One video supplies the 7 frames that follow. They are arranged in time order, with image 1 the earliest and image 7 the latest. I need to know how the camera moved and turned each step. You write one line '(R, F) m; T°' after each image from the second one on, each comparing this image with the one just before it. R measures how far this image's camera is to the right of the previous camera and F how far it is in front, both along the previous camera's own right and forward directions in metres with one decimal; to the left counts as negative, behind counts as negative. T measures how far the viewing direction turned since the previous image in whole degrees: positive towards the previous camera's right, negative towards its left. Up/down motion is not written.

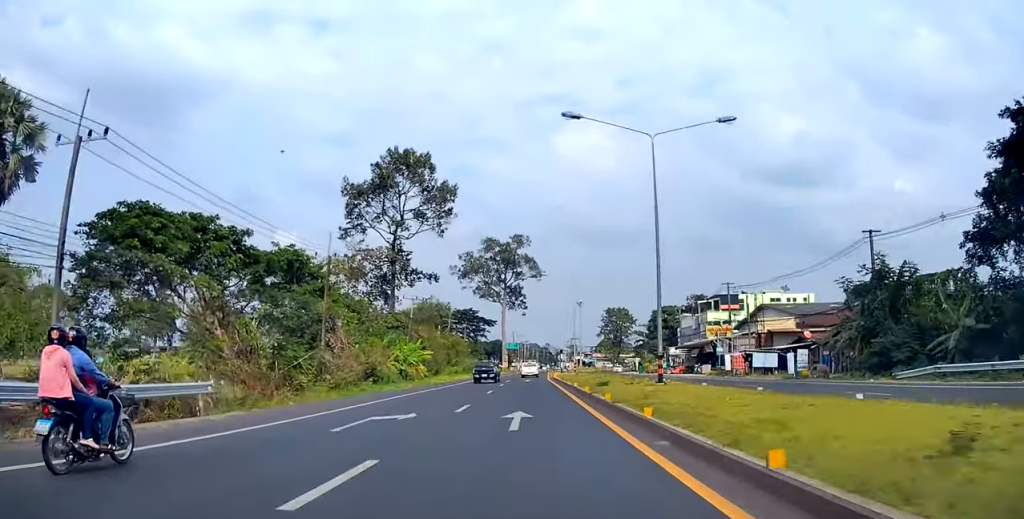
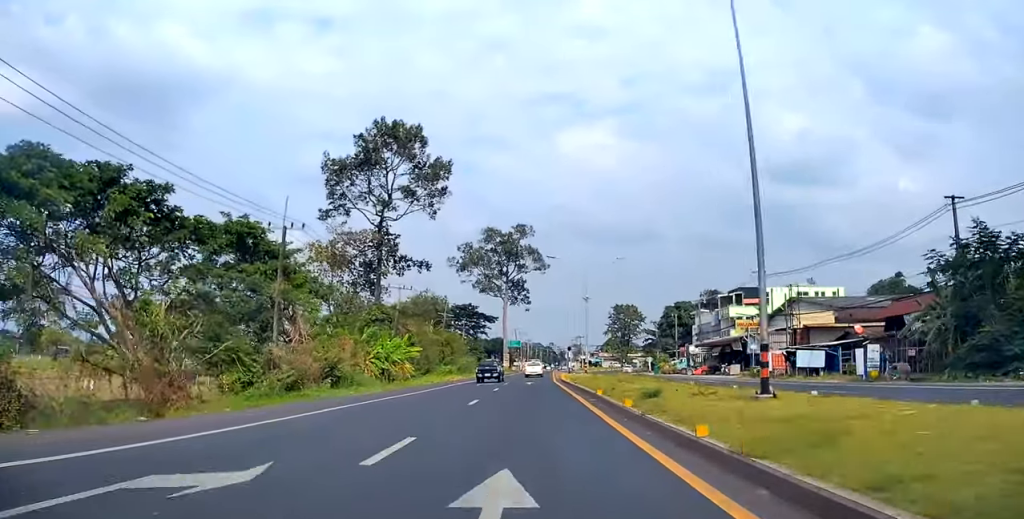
(0.0, +9.6) m; 0°
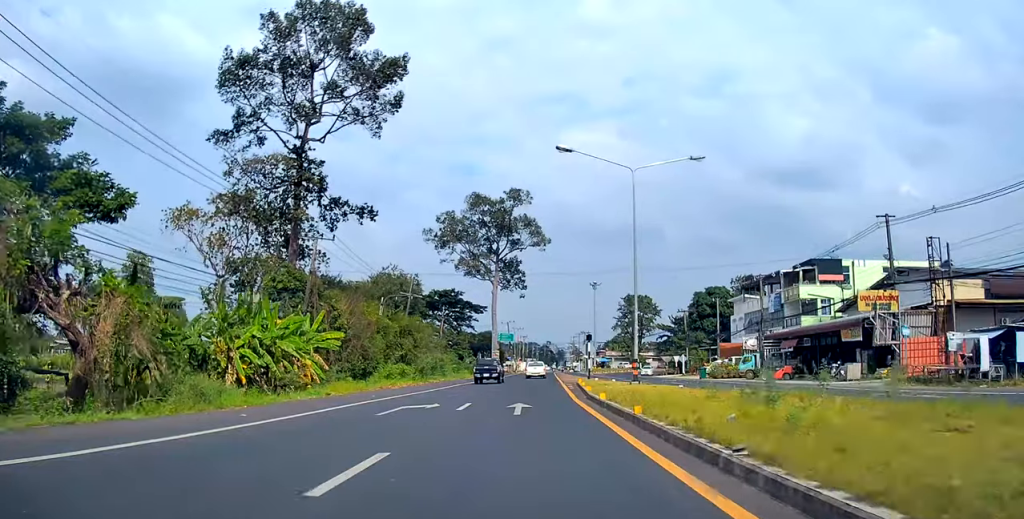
(0.0, +27.2) m; +1°
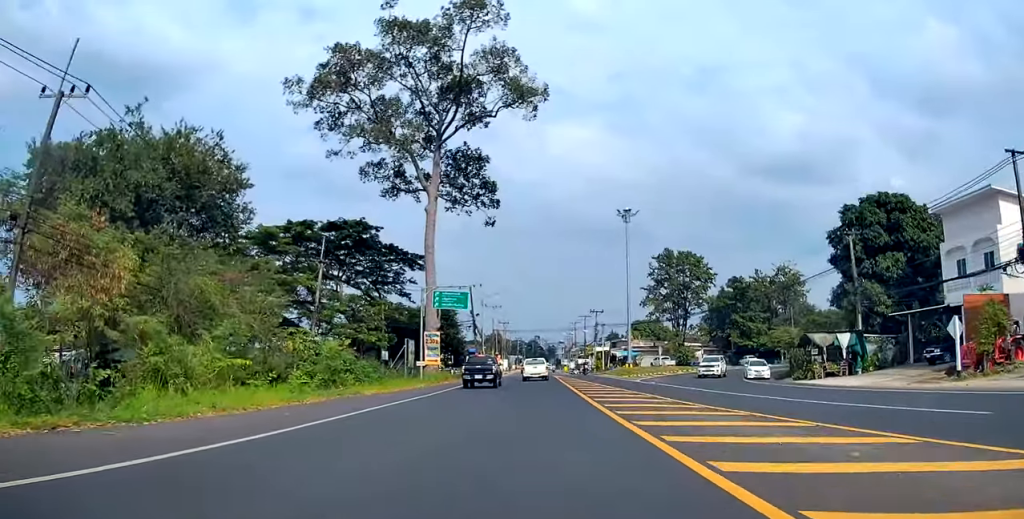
(+0.3, +58.3) m; 0°
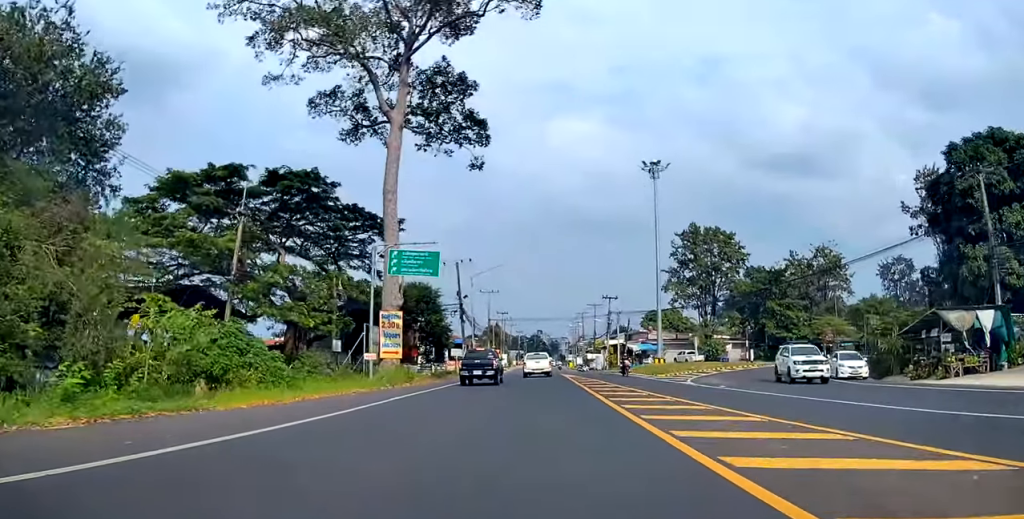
(+0.1, +15.6) m; +1°
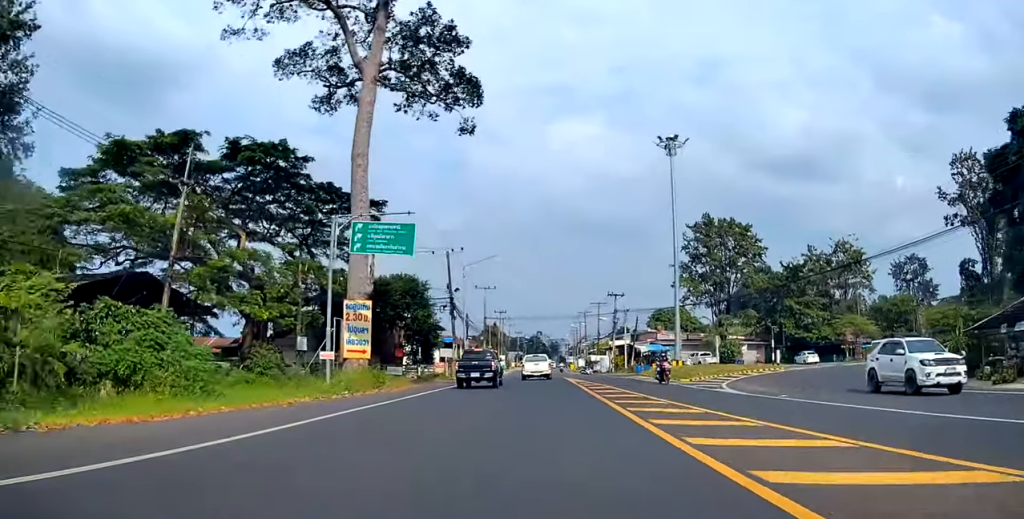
(+0.1, +6.8) m; 0°
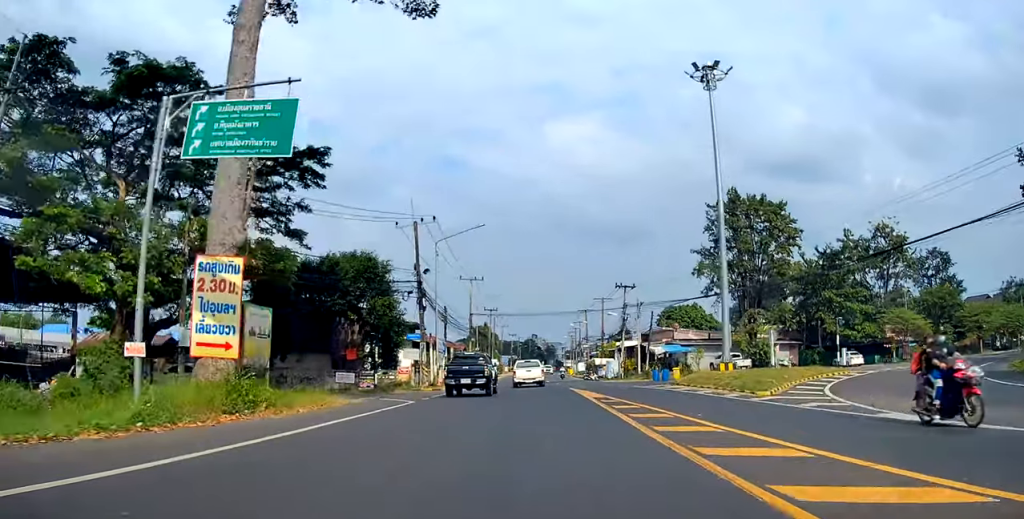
(0.0, +13.5) m; 0°
